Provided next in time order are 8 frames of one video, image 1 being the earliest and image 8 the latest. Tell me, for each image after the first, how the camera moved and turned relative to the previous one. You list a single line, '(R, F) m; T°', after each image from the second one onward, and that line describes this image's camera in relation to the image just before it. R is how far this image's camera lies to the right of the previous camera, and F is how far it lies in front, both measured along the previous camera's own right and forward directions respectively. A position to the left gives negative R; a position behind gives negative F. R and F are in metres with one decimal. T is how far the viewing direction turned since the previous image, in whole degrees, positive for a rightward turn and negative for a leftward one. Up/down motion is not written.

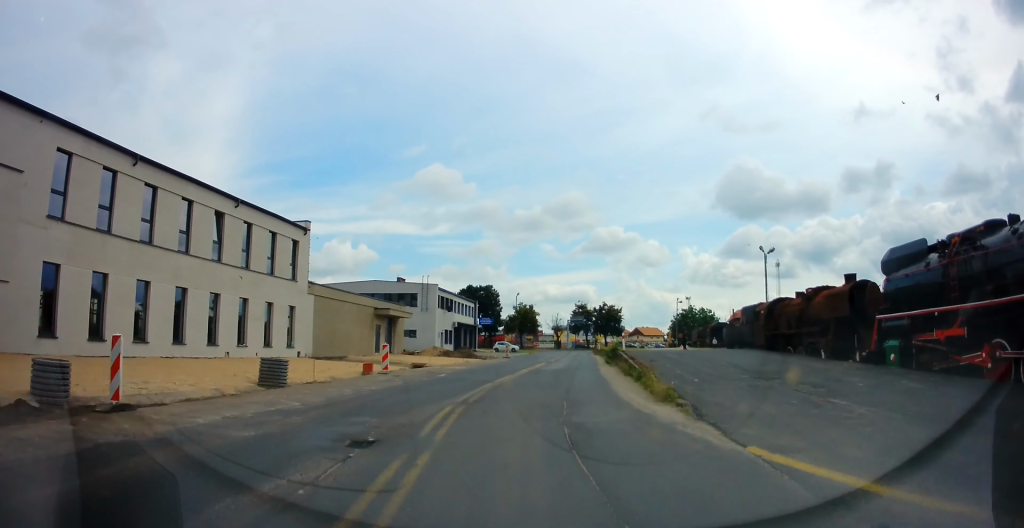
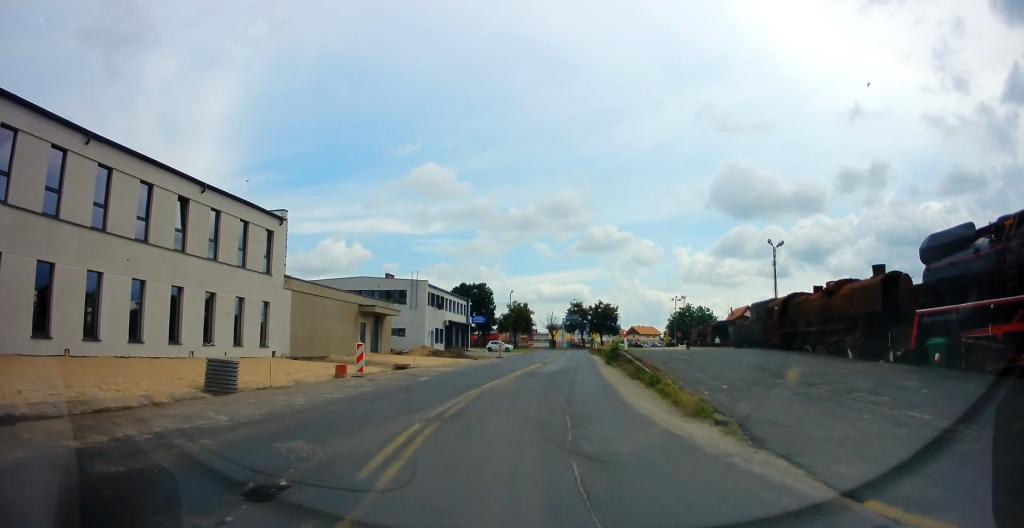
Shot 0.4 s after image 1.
(0.0, +2.7) m; 0°
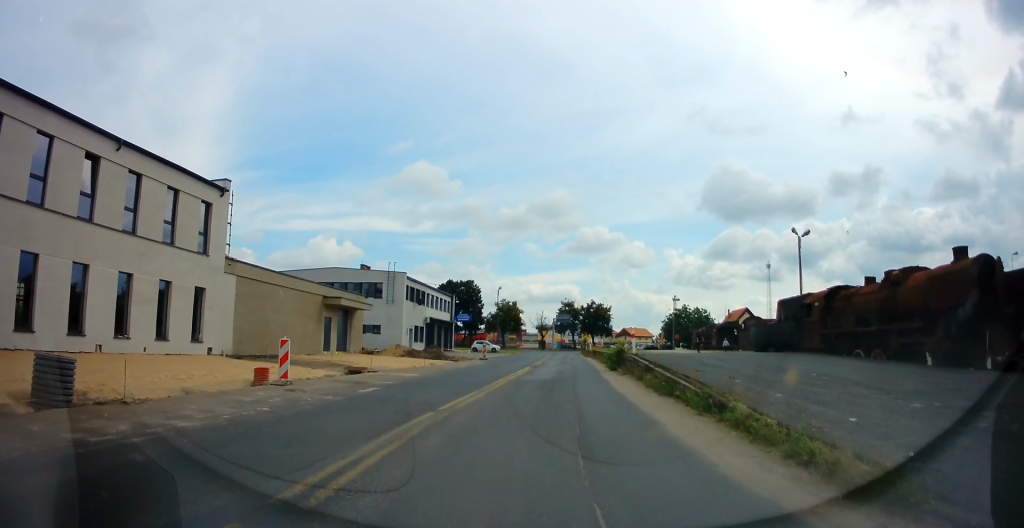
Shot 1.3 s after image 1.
(0.0, +5.6) m; 0°
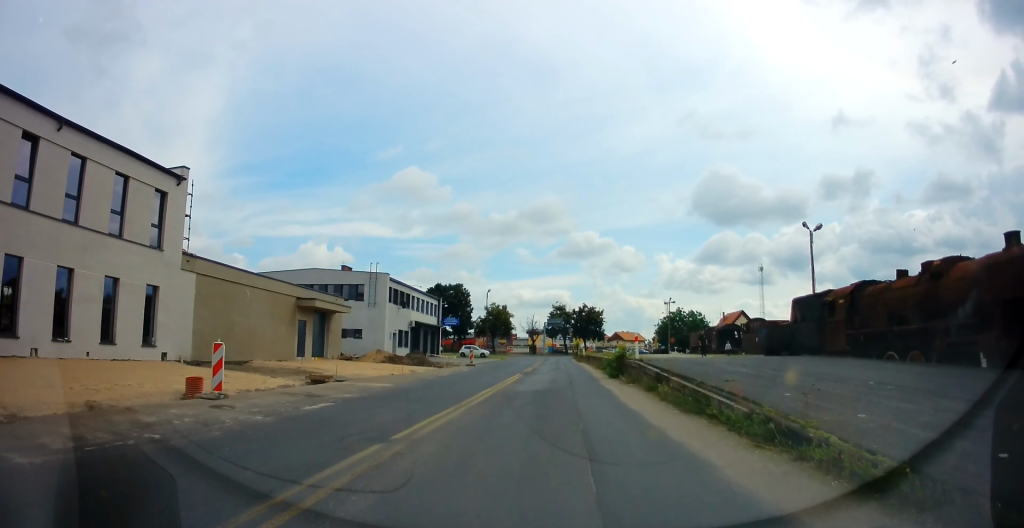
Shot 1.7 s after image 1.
(0.0, +2.9) m; 0°
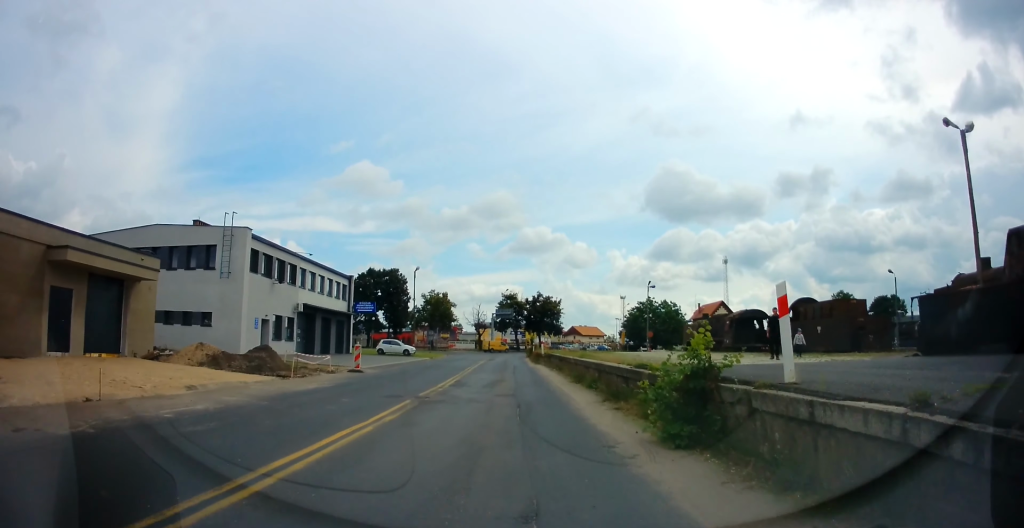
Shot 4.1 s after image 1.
(+0.7, +17.4) m; +5°
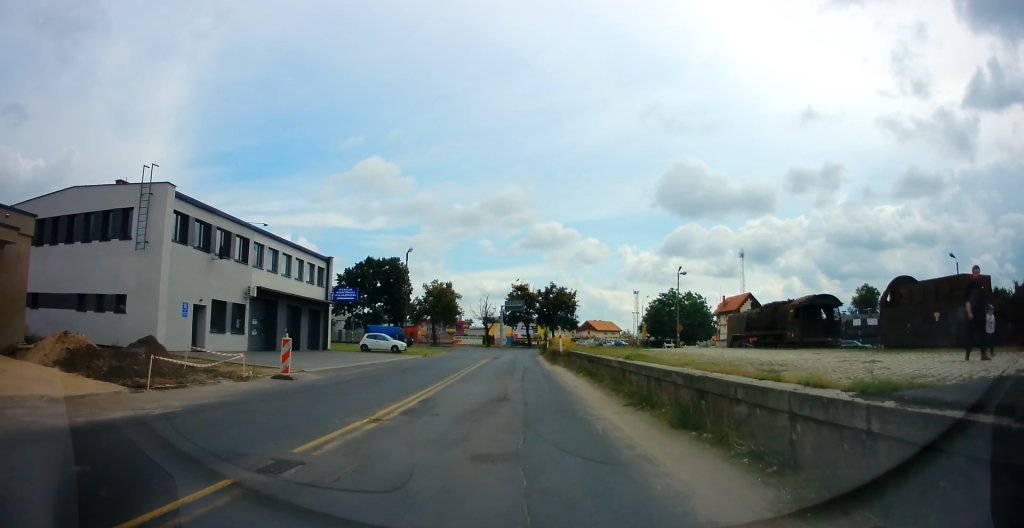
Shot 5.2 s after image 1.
(-0.1, +9.1) m; -2°
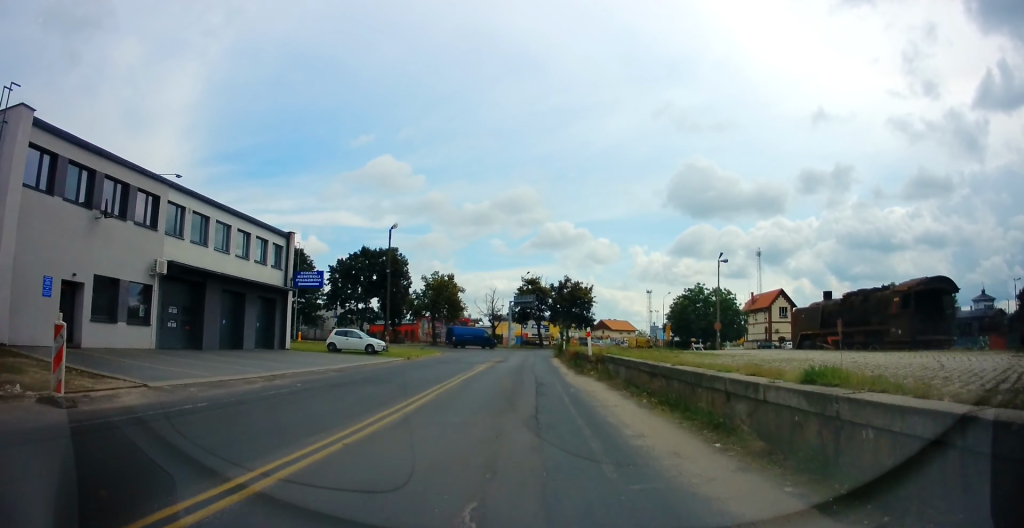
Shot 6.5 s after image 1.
(-0.3, +10.1) m; -2°
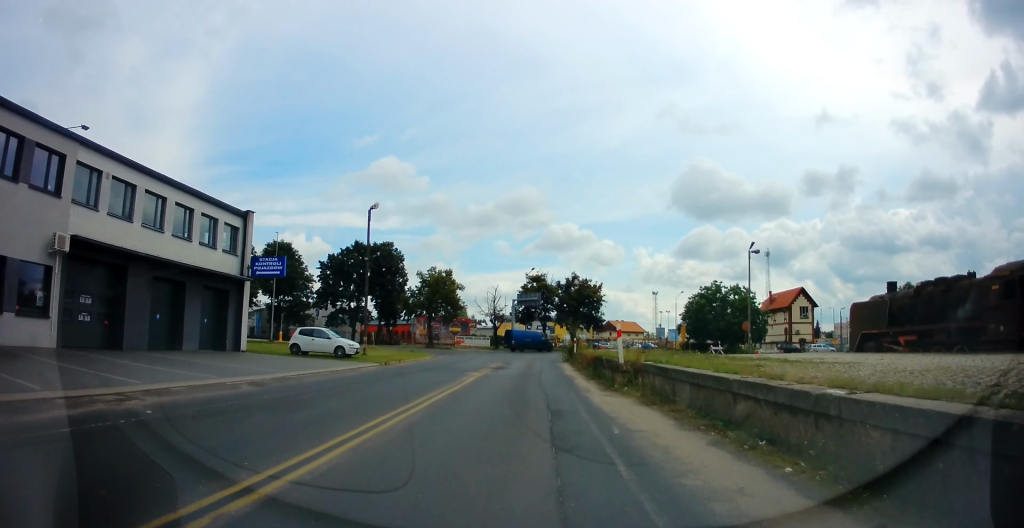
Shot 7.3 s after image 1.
(0.0, +6.4) m; 0°
